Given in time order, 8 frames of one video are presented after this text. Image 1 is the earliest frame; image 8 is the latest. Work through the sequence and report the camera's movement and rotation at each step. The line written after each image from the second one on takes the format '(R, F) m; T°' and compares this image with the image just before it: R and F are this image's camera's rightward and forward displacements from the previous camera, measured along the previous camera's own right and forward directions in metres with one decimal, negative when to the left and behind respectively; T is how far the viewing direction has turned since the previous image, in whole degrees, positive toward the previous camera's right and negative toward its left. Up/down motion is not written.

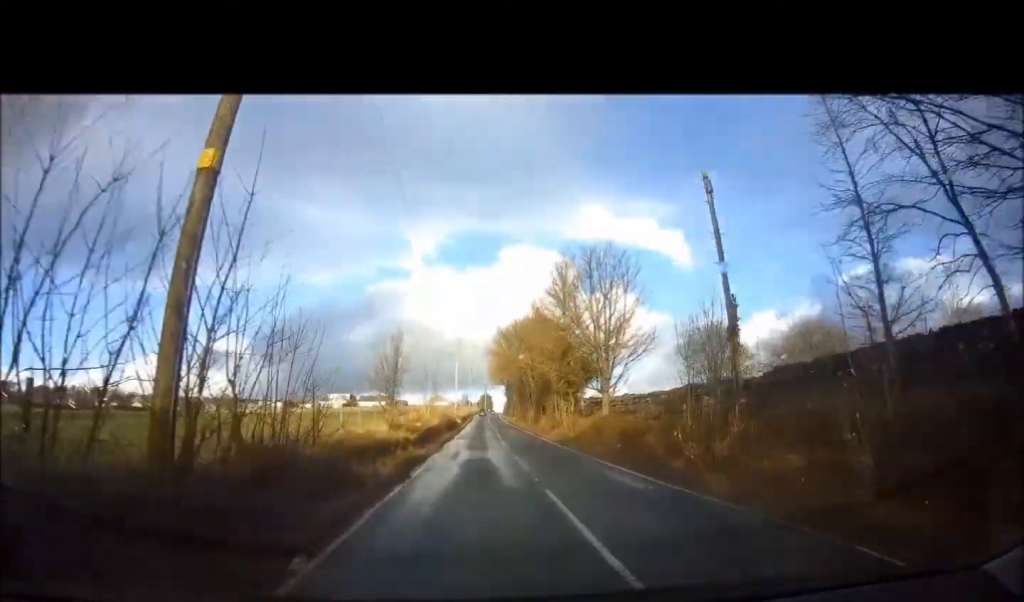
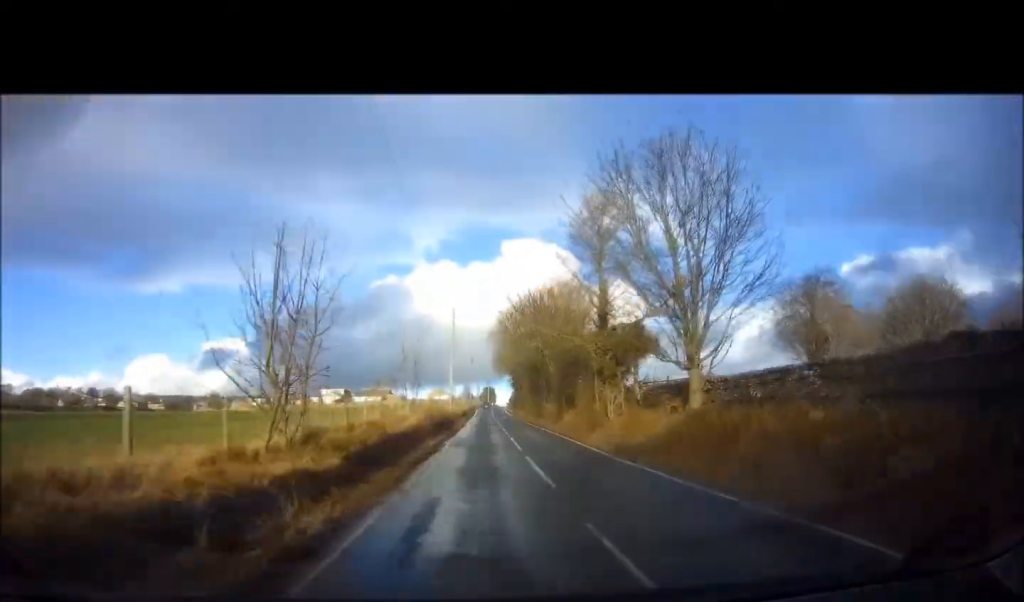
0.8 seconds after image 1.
(0.0, +12.1) m; 0°
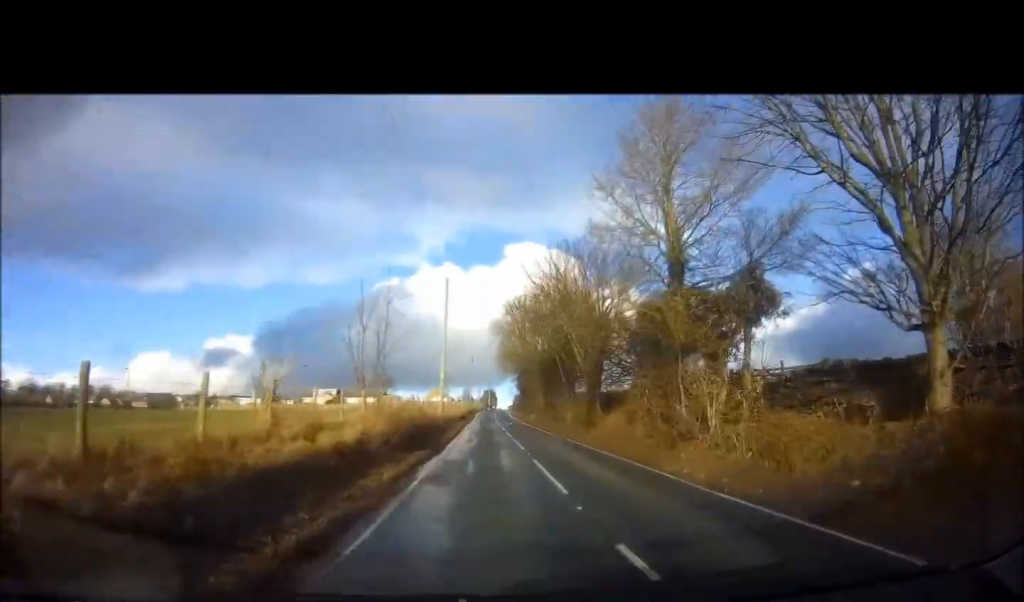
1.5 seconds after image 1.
(-0.1, +10.4) m; 0°
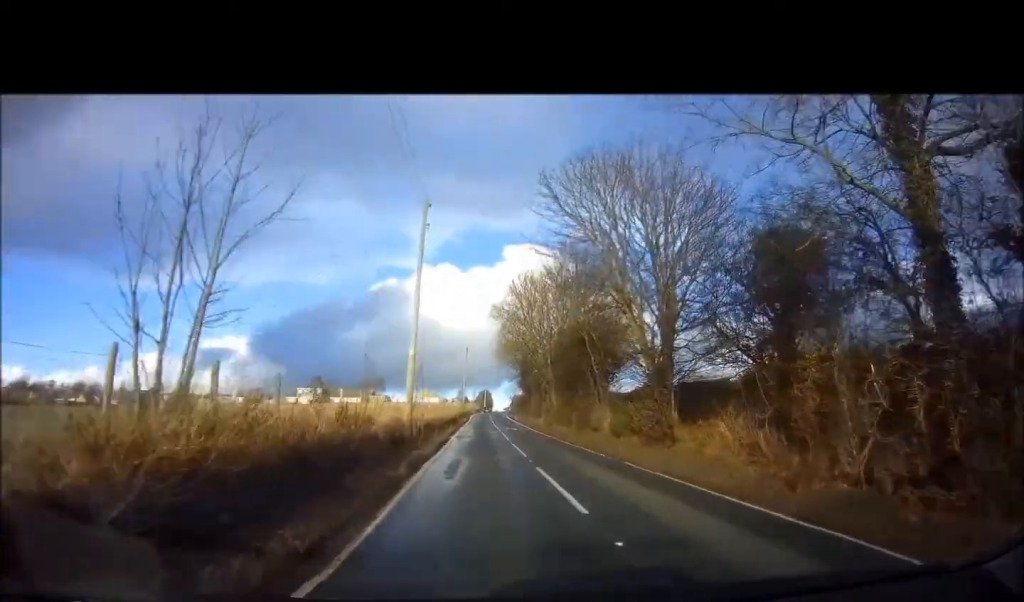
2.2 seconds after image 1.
(0.0, +11.3) m; 0°
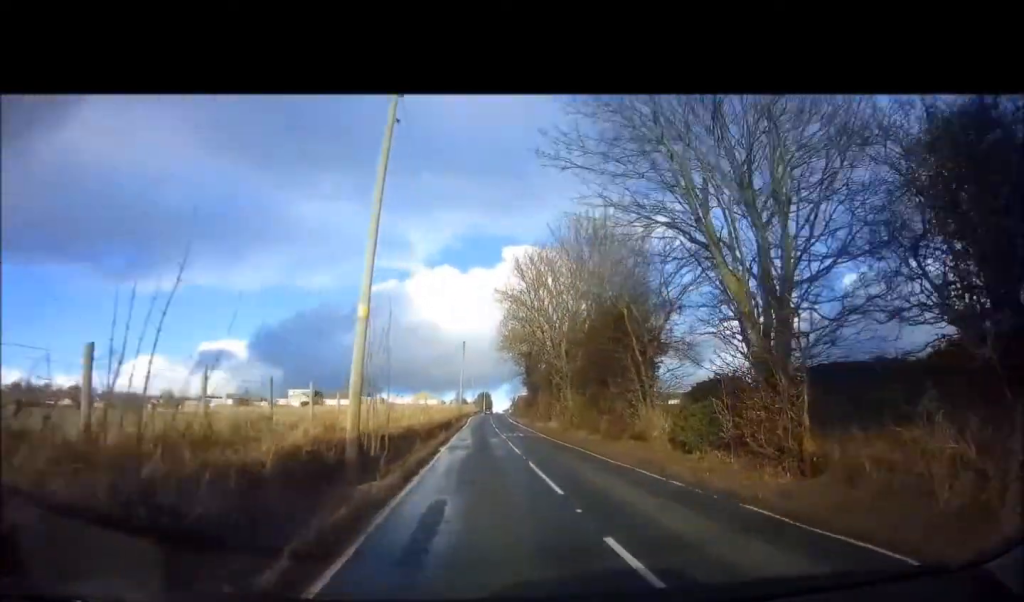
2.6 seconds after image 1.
(0.0, +7.1) m; 0°
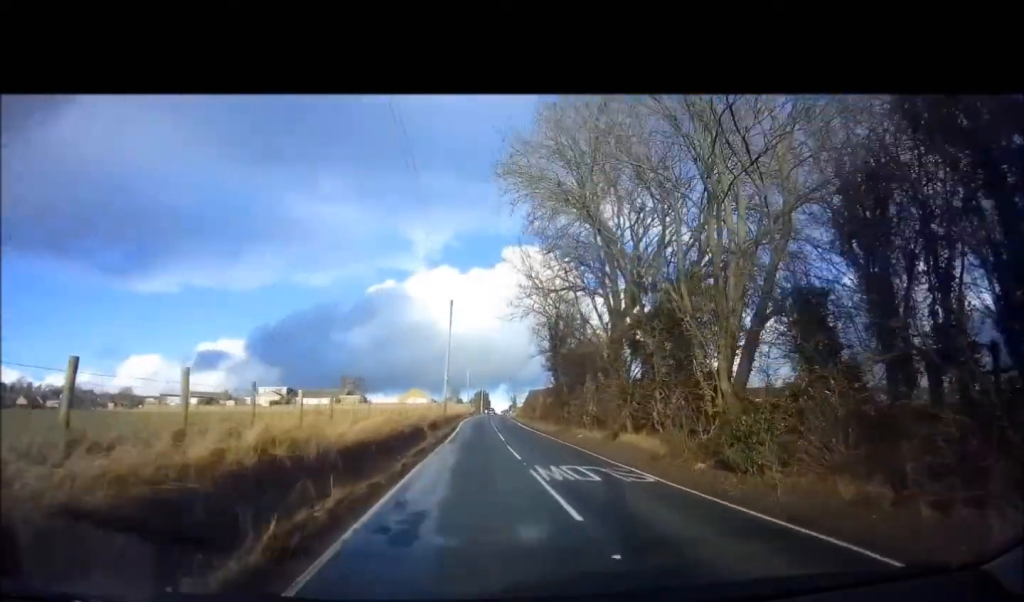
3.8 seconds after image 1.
(0.0, +20.7) m; 0°
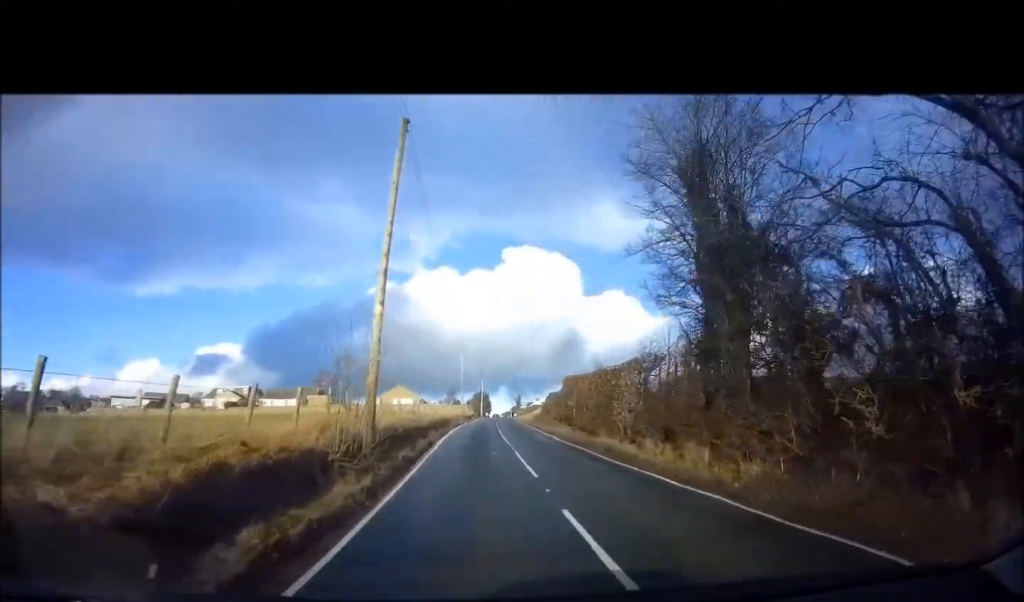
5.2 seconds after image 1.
(+0.1, +23.1) m; +1°
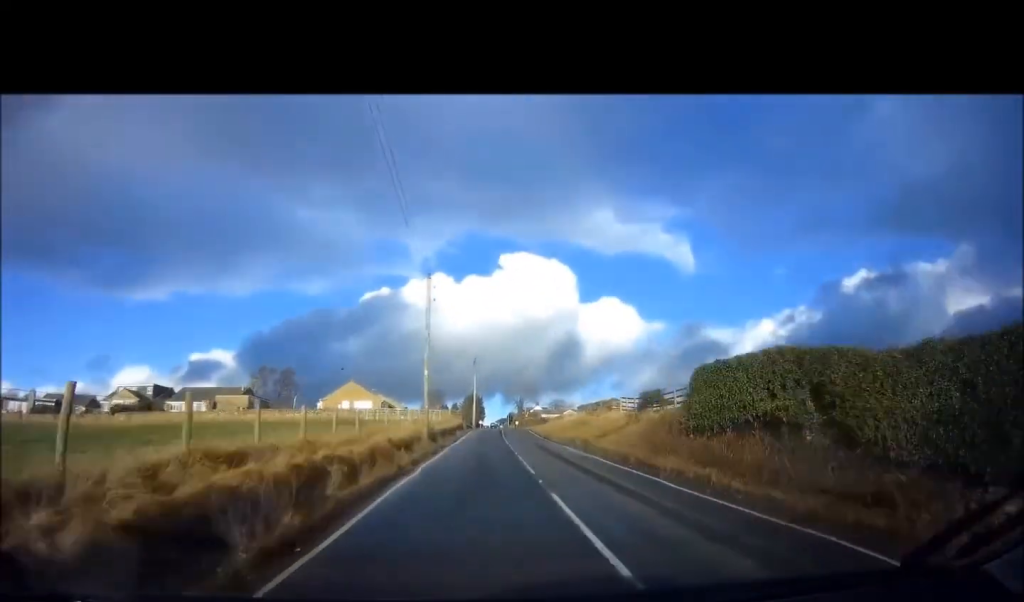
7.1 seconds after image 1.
(+0.3, +34.3) m; +1°
